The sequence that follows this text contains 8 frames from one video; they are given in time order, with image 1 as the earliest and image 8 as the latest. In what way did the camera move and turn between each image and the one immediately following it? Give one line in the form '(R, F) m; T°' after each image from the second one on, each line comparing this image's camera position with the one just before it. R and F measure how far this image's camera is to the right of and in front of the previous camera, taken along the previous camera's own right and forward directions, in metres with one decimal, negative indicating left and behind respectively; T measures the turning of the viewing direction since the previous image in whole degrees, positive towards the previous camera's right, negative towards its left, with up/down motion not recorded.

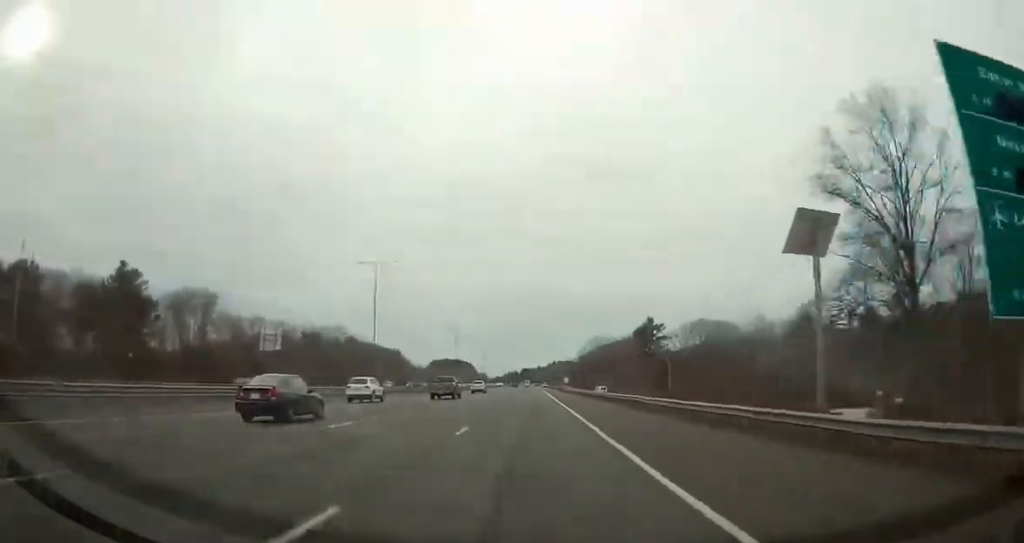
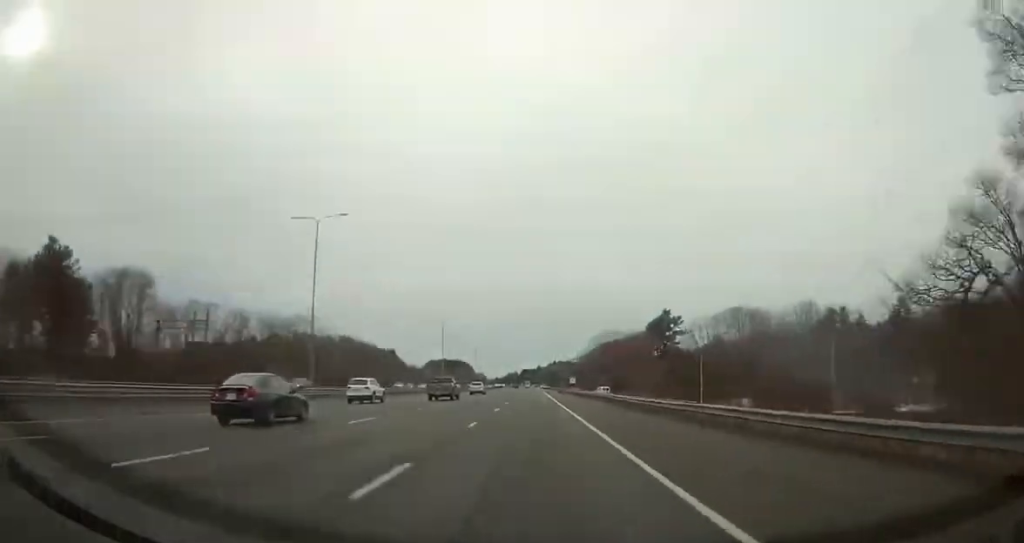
(-0.1, +21.9) m; 0°
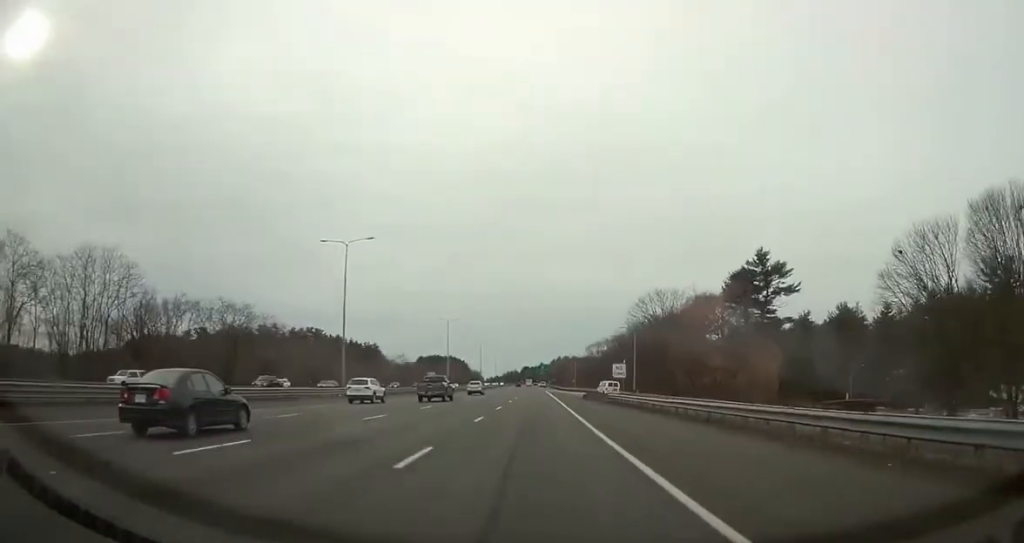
(+0.1, +68.9) m; 0°
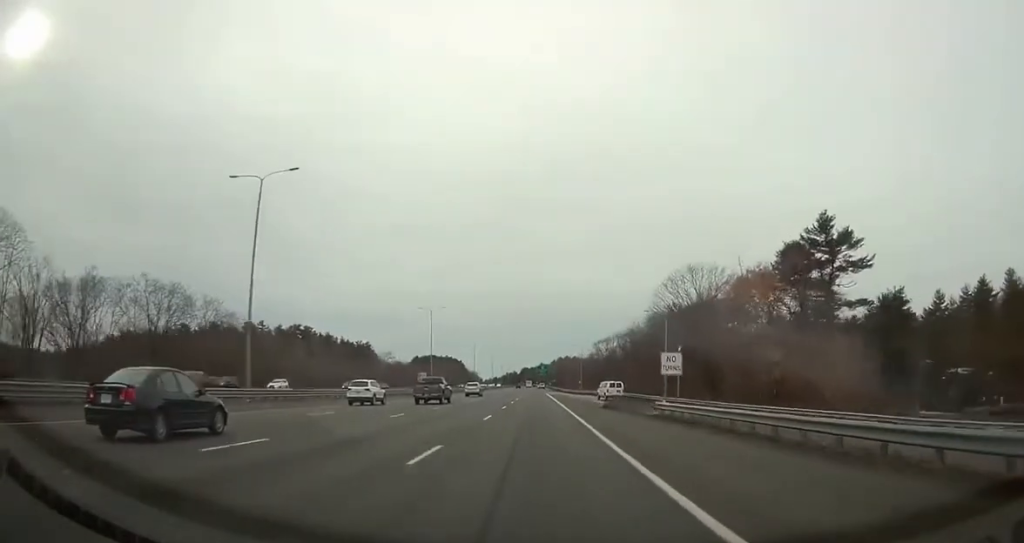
(+0.2, +21.9) m; 0°
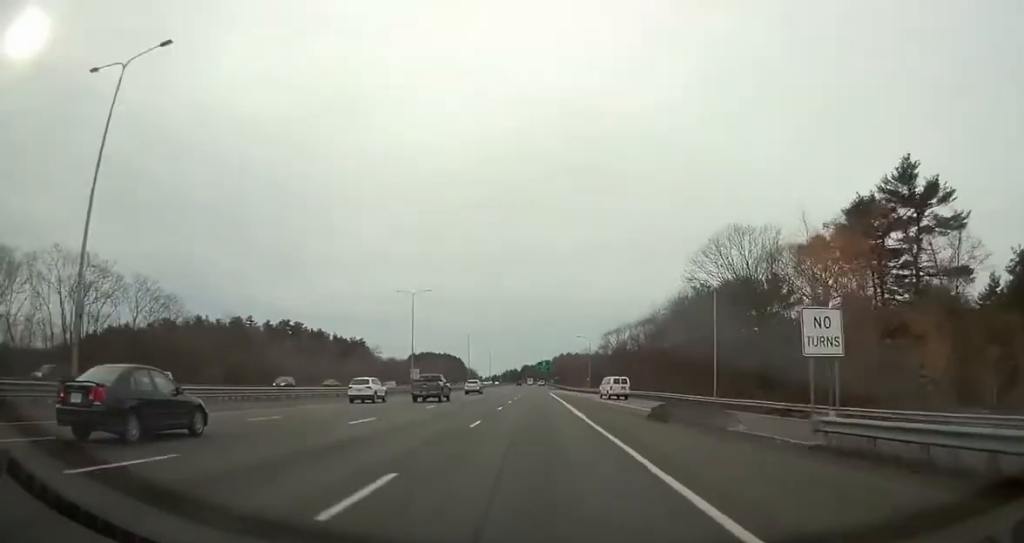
(-0.1, +18.6) m; 0°
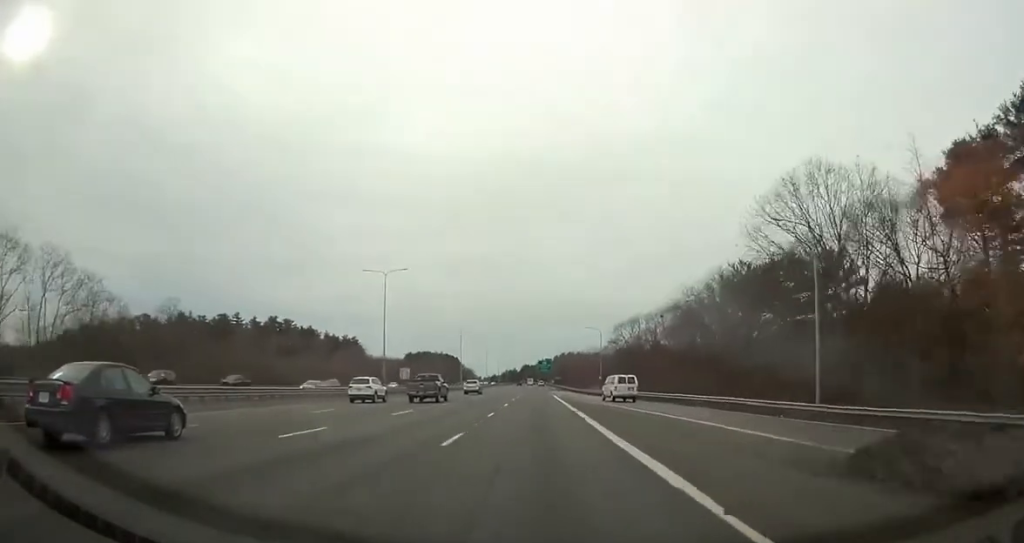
(-0.1, +18.6) m; 0°
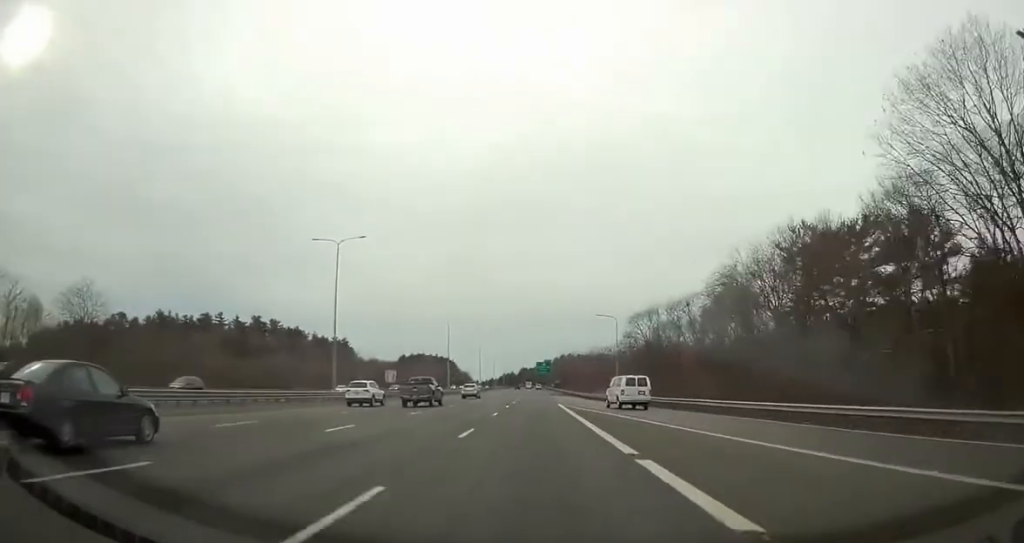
(+0.1, +19.7) m; 0°
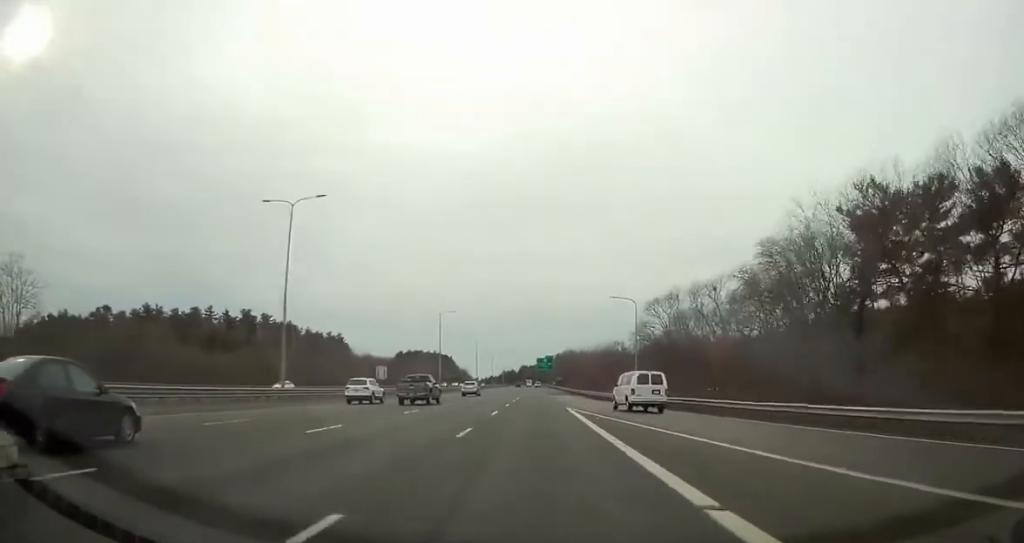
(+0.1, +13.1) m; 0°
